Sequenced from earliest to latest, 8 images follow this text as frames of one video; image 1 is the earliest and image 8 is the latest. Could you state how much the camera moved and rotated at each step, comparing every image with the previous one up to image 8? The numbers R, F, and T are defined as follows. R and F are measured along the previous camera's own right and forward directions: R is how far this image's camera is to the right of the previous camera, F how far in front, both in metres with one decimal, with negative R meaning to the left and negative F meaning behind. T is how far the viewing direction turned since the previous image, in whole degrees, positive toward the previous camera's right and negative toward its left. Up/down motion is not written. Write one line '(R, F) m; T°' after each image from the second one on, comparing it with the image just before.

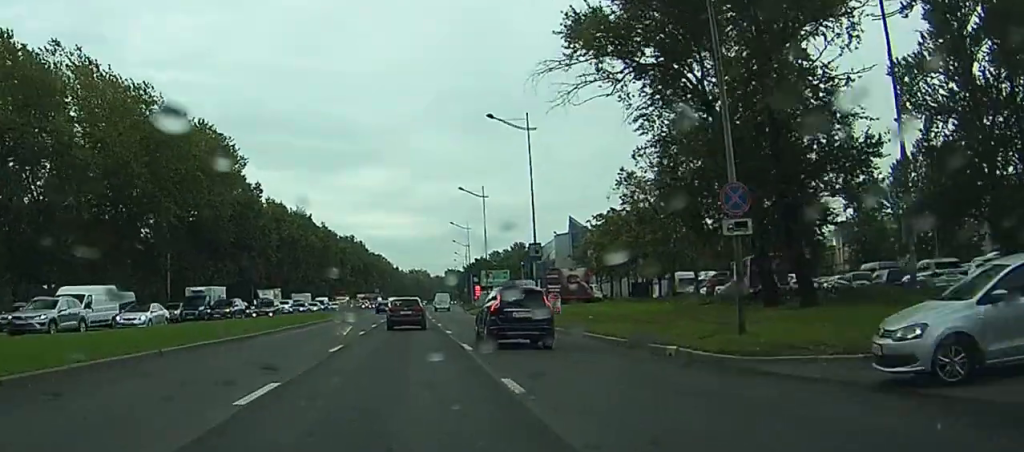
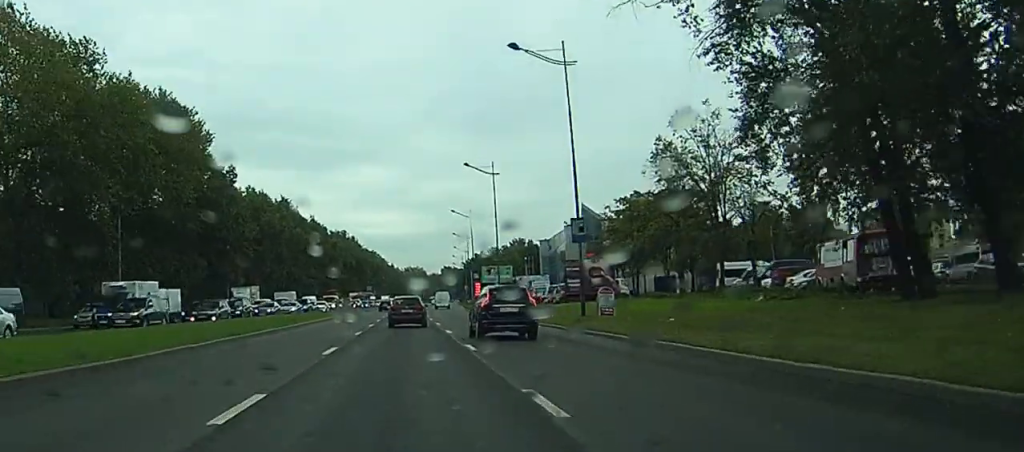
(-0.1, +13.3) m; +1°
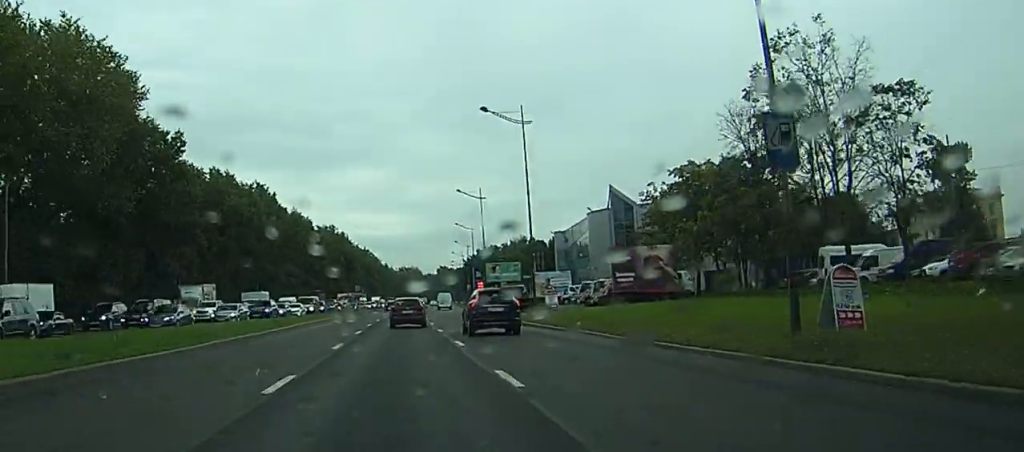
(+0.4, +20.2) m; +2°
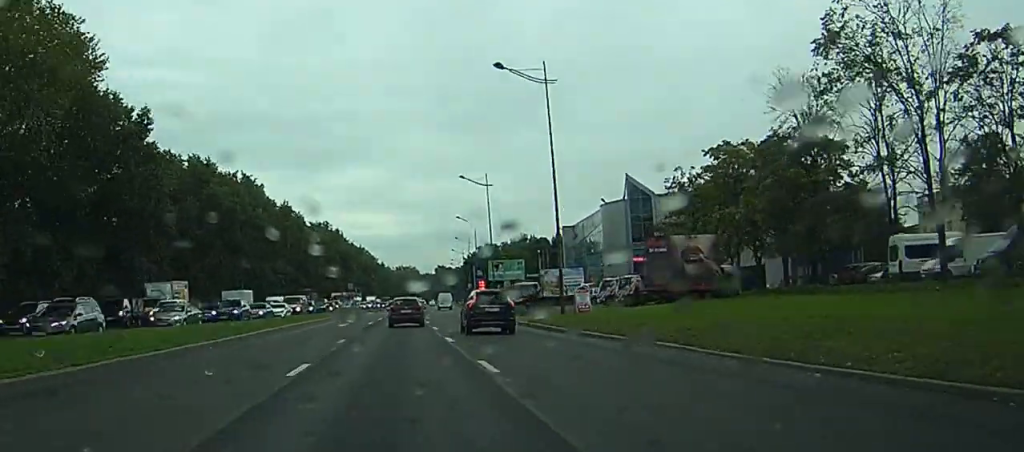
(+0.1, +9.2) m; +1°
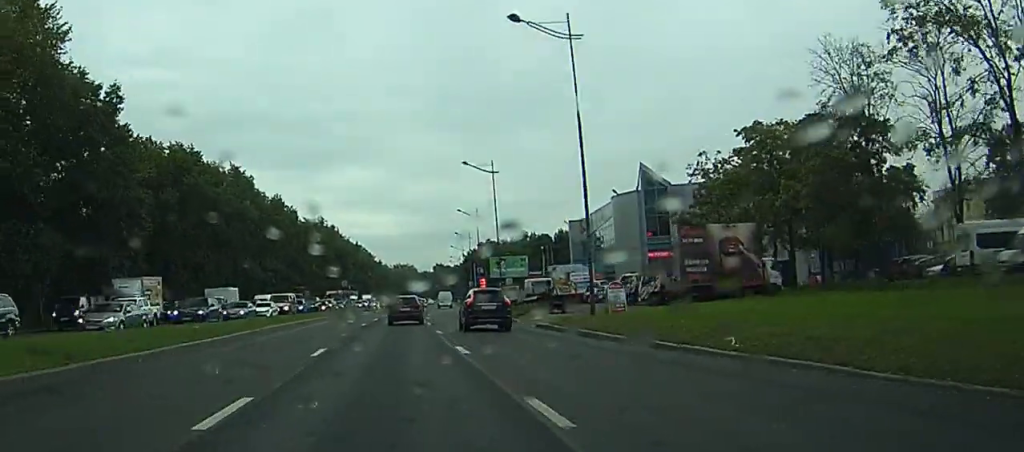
(0.0, +6.7) m; +1°
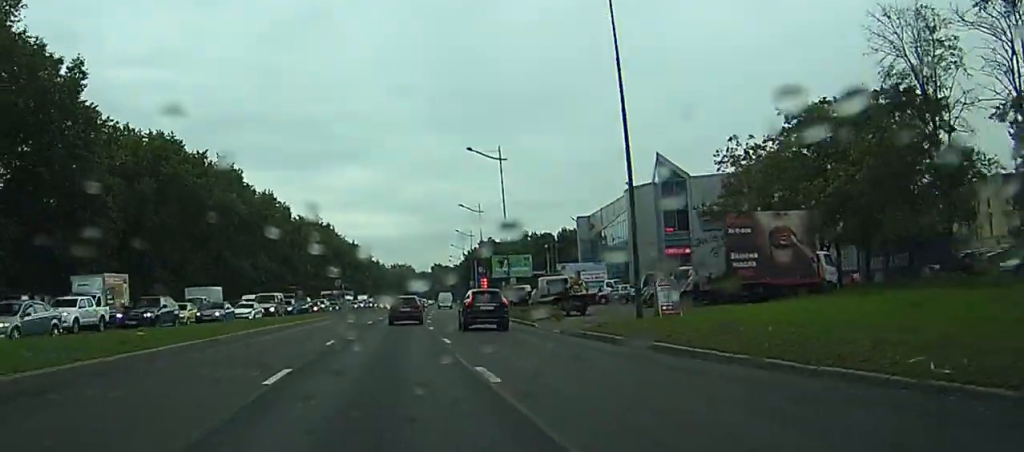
(+0.1, +6.8) m; 0°
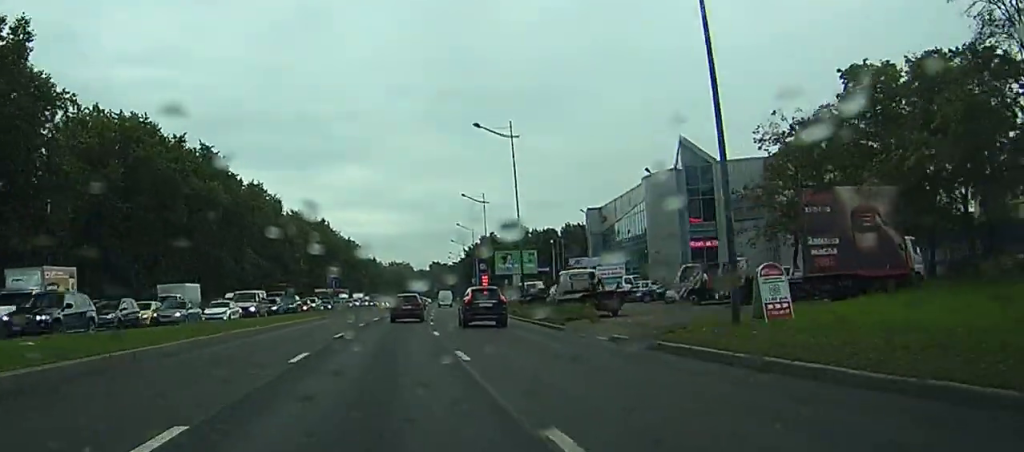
(+0.1, +7.9) m; 0°
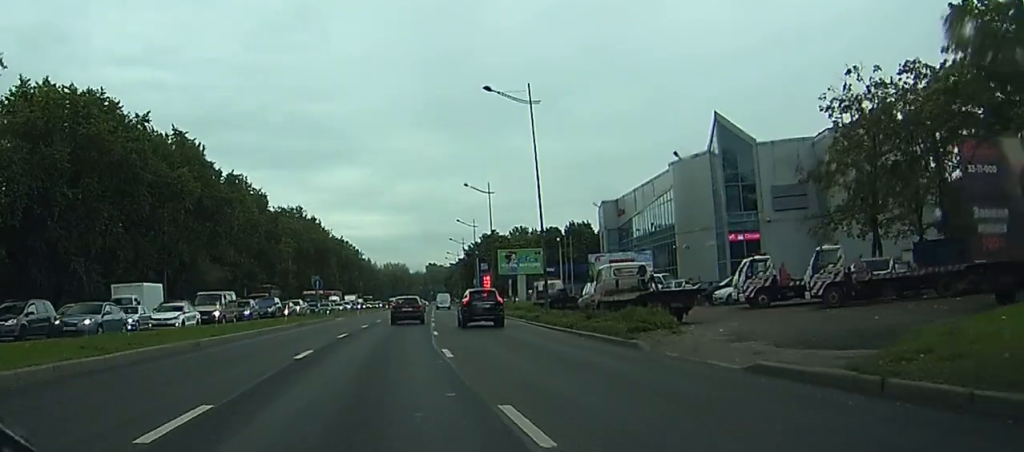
(0.0, +10.2) m; 0°
